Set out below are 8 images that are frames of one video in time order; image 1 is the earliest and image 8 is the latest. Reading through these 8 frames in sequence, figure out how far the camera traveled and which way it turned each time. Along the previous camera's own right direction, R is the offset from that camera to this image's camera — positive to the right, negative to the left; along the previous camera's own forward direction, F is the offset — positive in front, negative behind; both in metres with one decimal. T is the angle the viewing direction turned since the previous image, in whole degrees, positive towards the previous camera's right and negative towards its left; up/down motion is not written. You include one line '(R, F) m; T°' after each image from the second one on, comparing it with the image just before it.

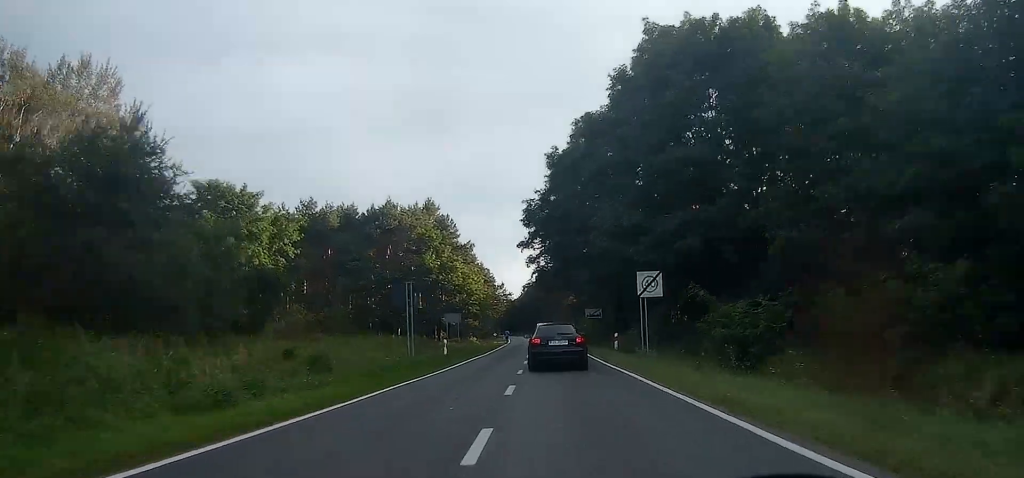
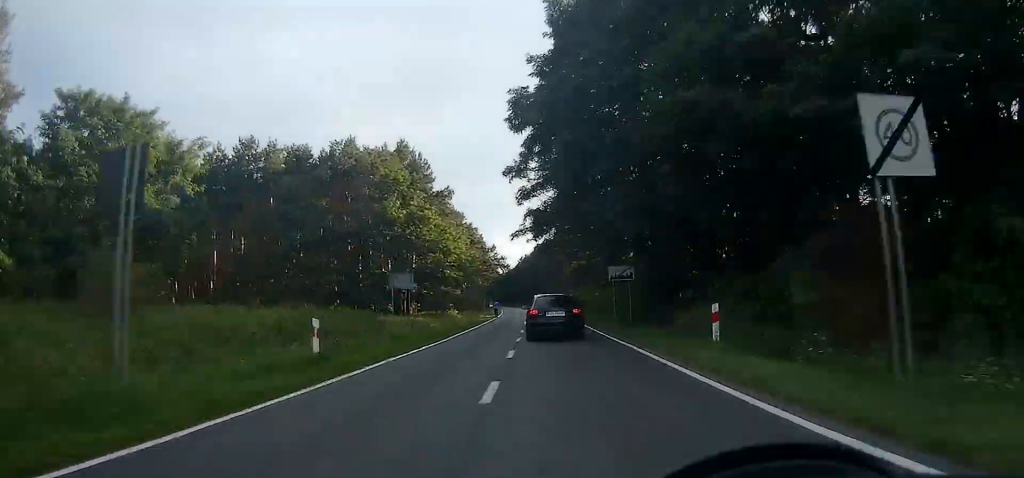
(0.0, +16.9) m; 0°
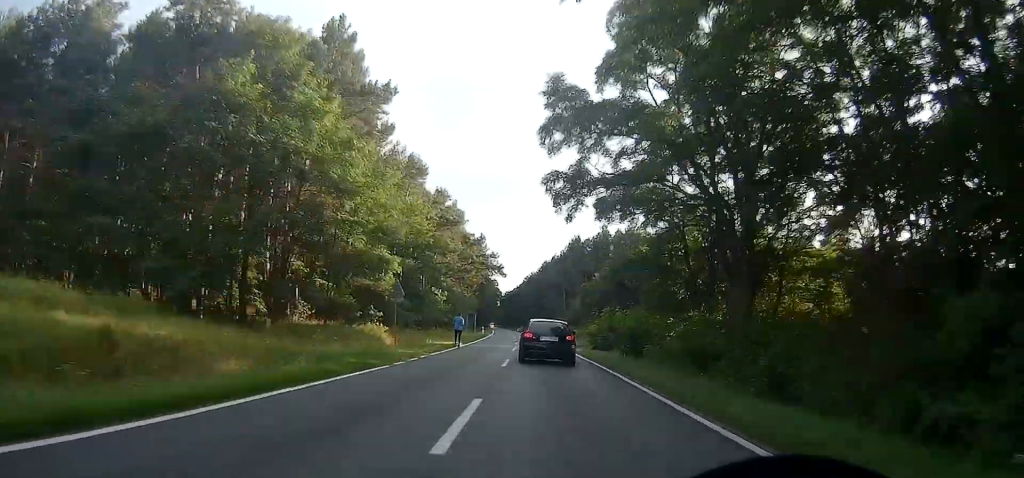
(-0.1, +30.8) m; -1°
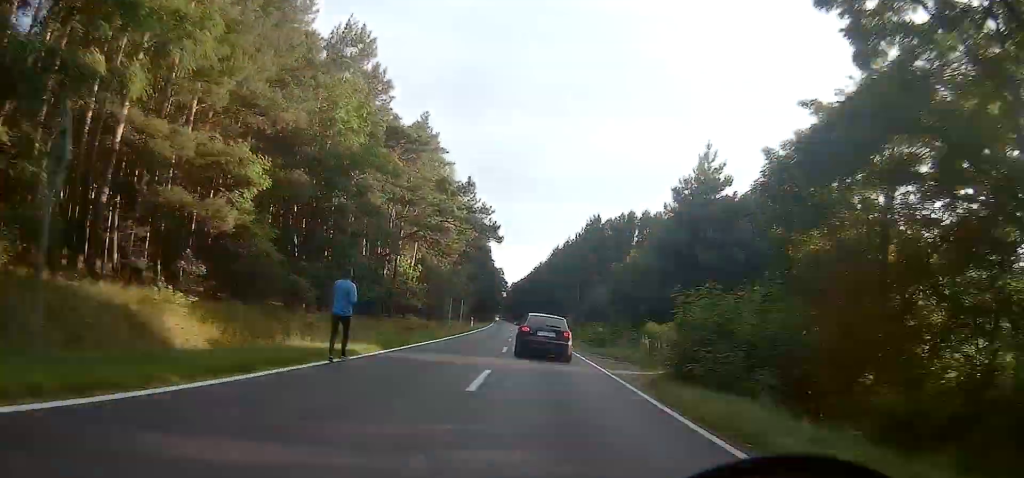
(0.0, +20.3) m; -1°
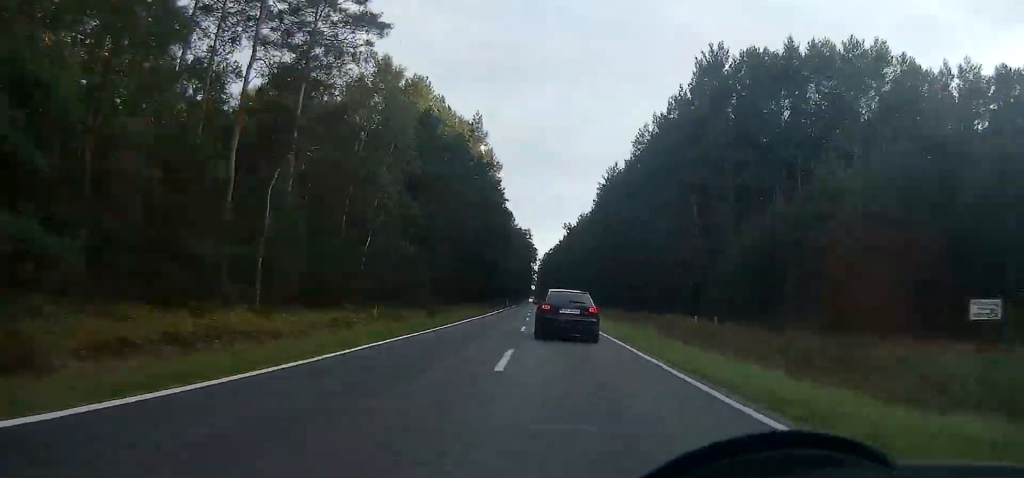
(-1.3, +60.6) m; -2°
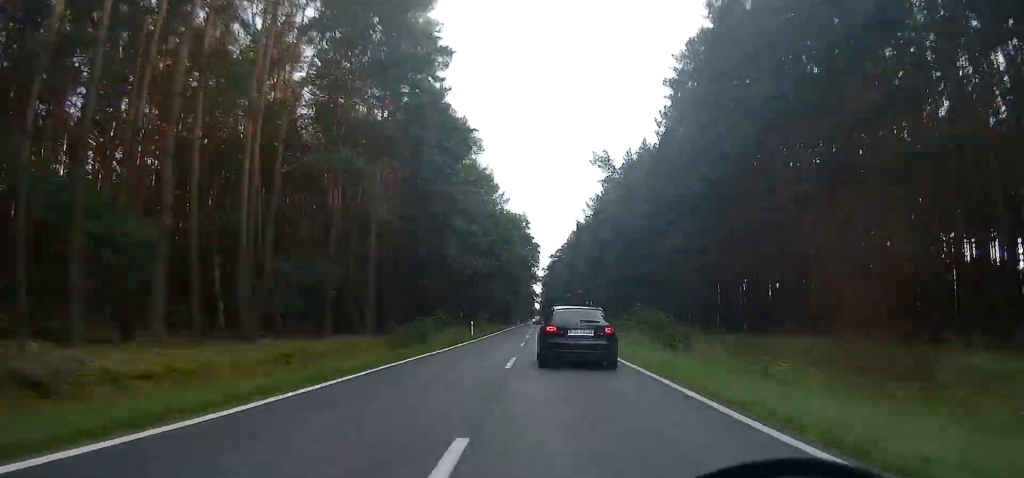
(-0.7, +56.4) m; -1°
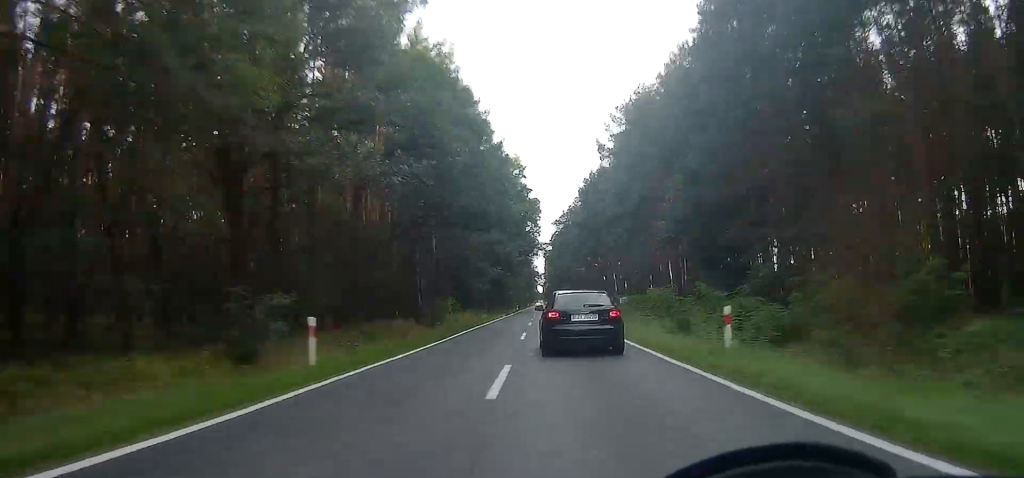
(-0.1, +31.0) m; 0°
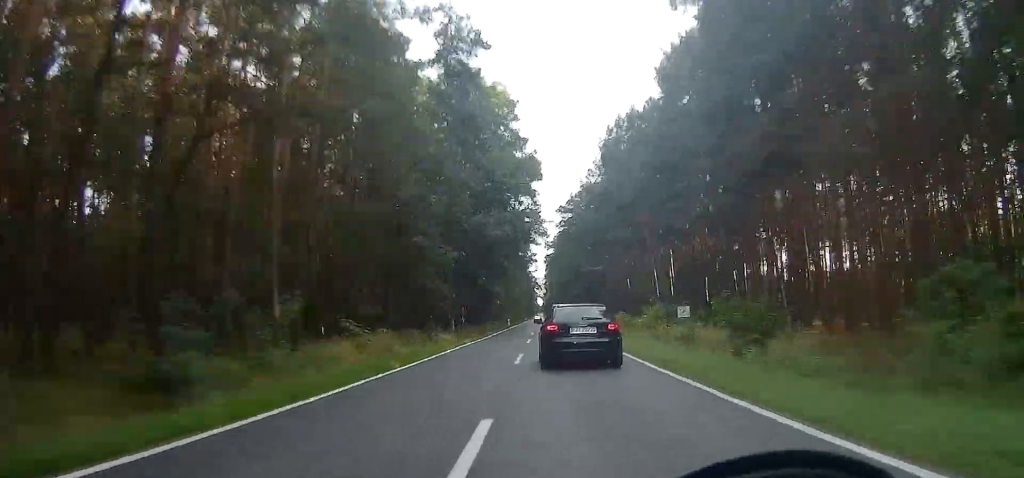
(0.0, +29.4) m; 0°
